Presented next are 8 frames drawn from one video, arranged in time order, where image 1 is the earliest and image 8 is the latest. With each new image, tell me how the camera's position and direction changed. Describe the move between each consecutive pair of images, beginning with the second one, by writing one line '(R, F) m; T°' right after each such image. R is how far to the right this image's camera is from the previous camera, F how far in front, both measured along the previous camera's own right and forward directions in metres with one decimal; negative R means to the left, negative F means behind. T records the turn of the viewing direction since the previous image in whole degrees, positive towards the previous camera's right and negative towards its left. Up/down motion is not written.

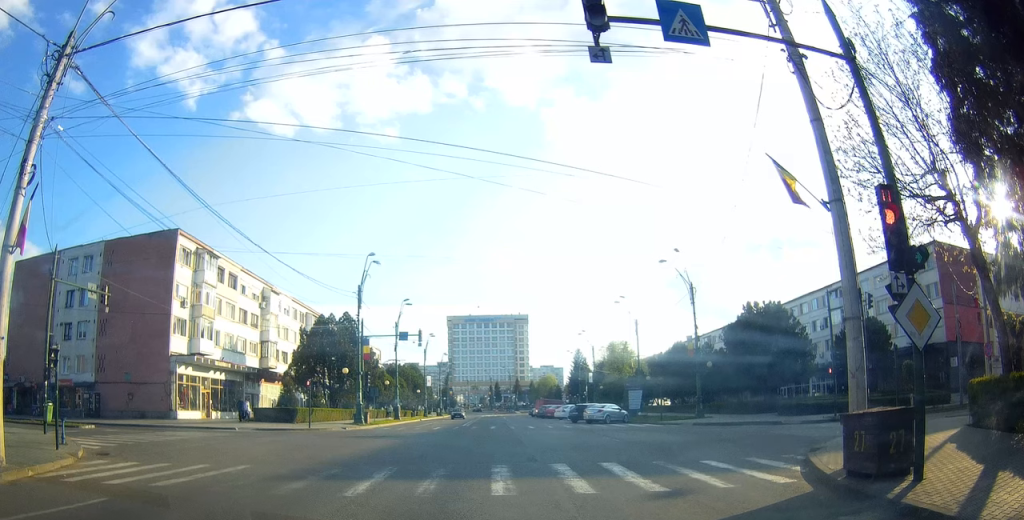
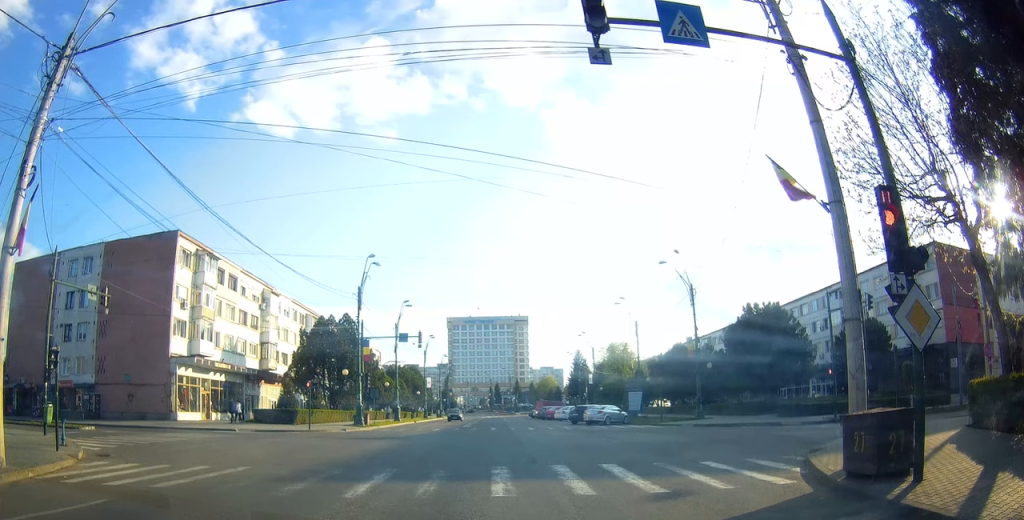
(0.0, 0.0) m; 0°
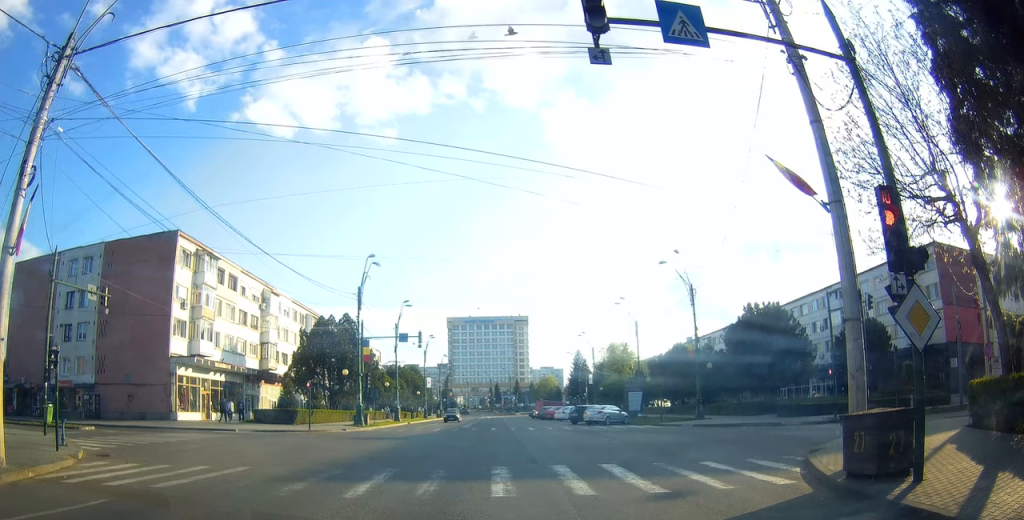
(0.0, 0.0) m; 0°
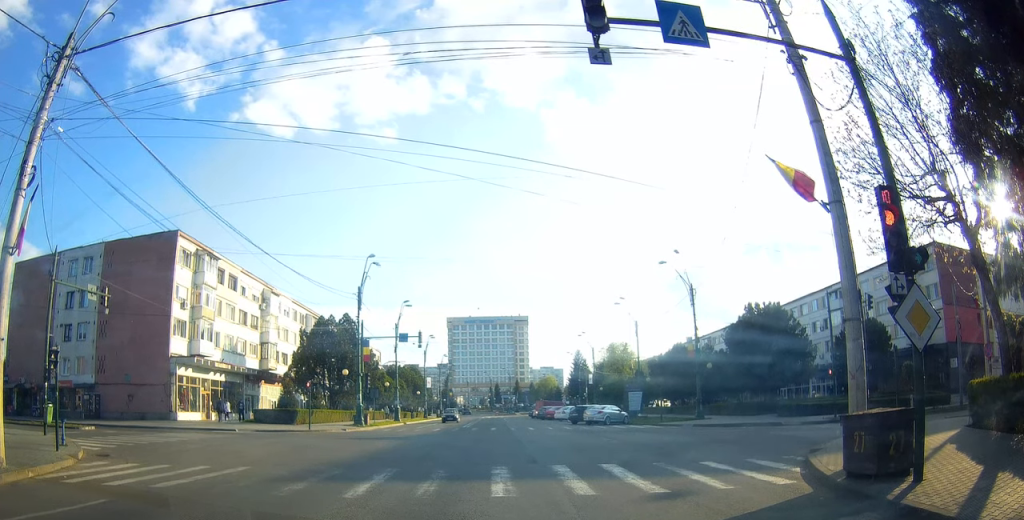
(0.0, 0.0) m; 0°
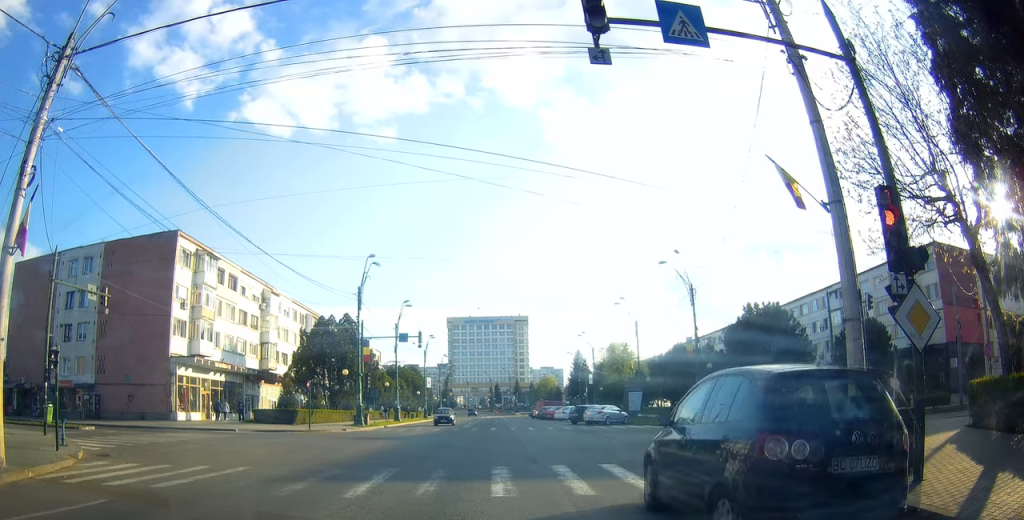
(-0.1, +0.1) m; 0°
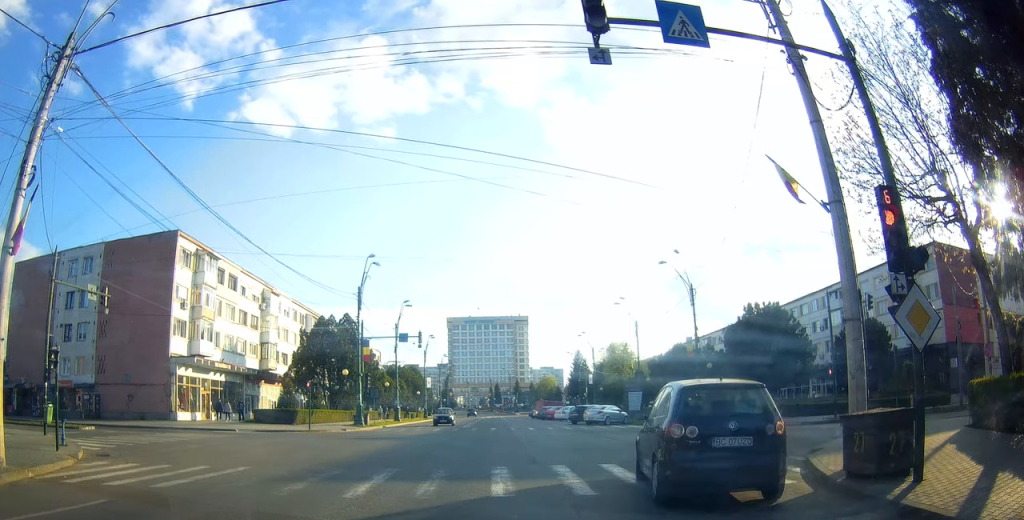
(0.0, 0.0) m; 0°
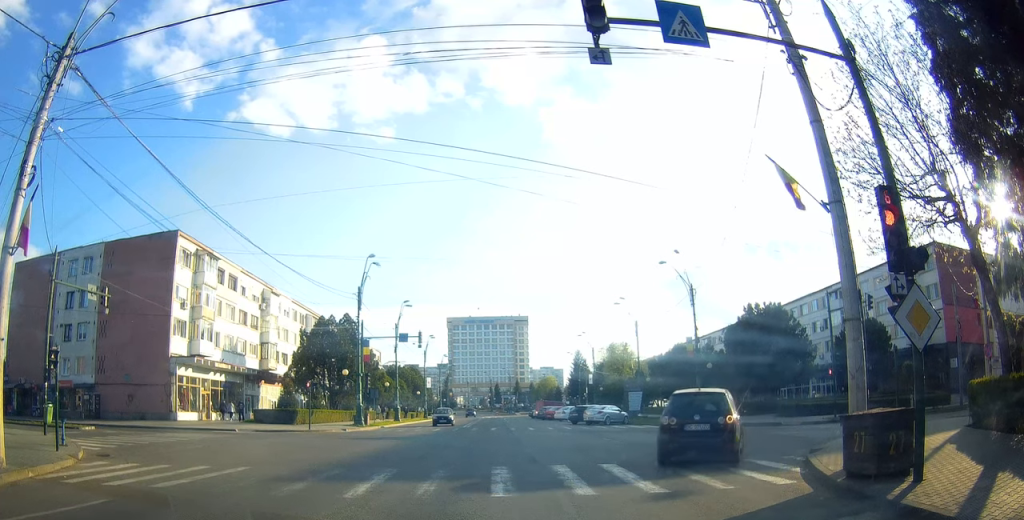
(0.0, 0.0) m; 0°
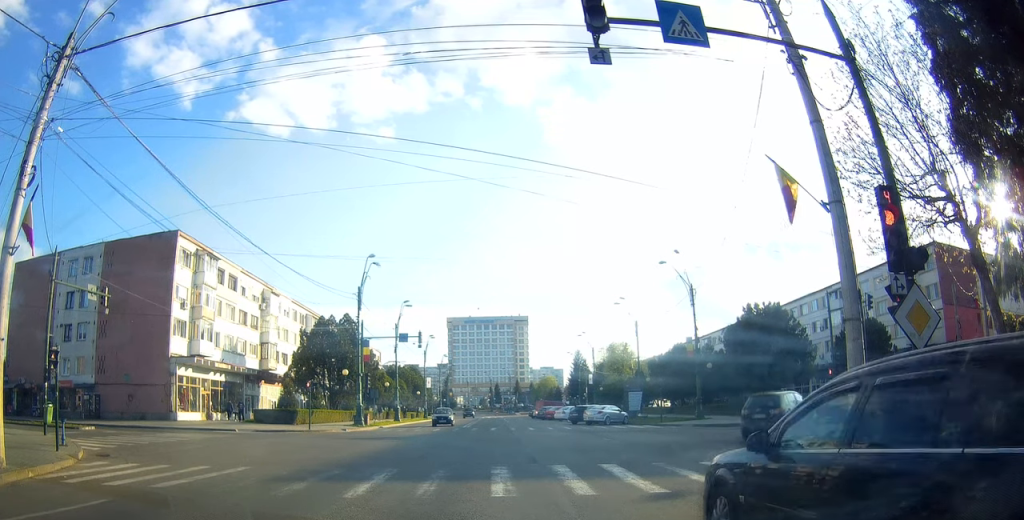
(0.0, 0.0) m; 0°
